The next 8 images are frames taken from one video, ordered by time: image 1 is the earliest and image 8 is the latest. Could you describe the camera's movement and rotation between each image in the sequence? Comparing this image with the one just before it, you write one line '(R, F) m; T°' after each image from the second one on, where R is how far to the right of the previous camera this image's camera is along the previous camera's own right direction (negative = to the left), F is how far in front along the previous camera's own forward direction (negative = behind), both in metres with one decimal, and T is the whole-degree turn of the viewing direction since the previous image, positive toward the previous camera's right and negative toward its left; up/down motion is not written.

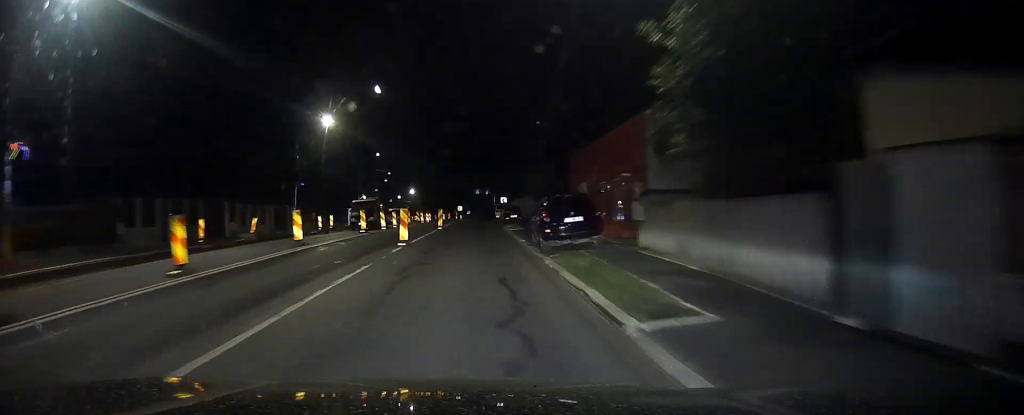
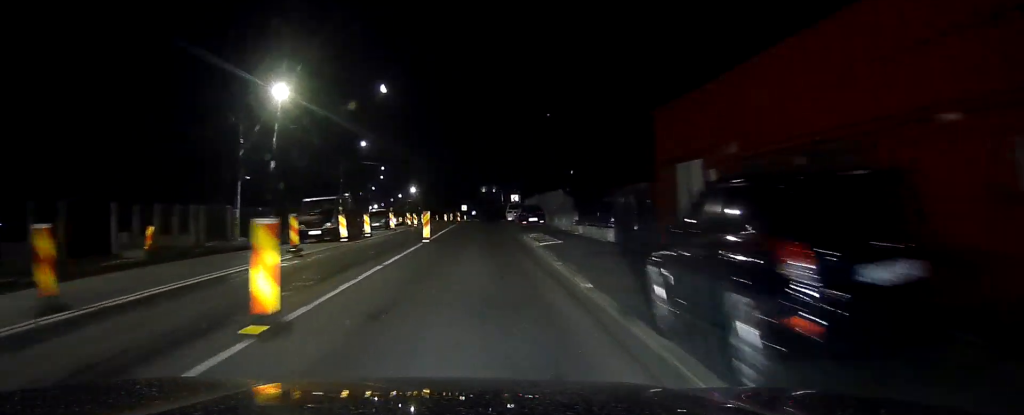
(+0.1, +15.8) m; 0°
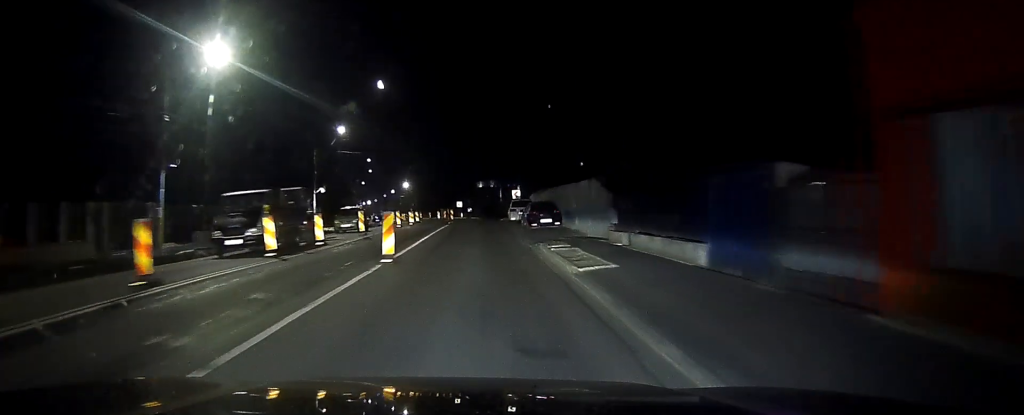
(-0.1, +10.9) m; 0°
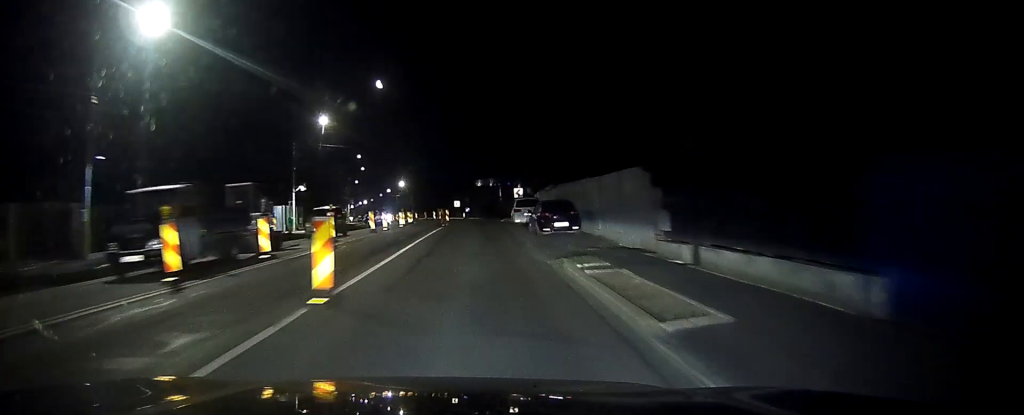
(0.0, +7.0) m; 0°
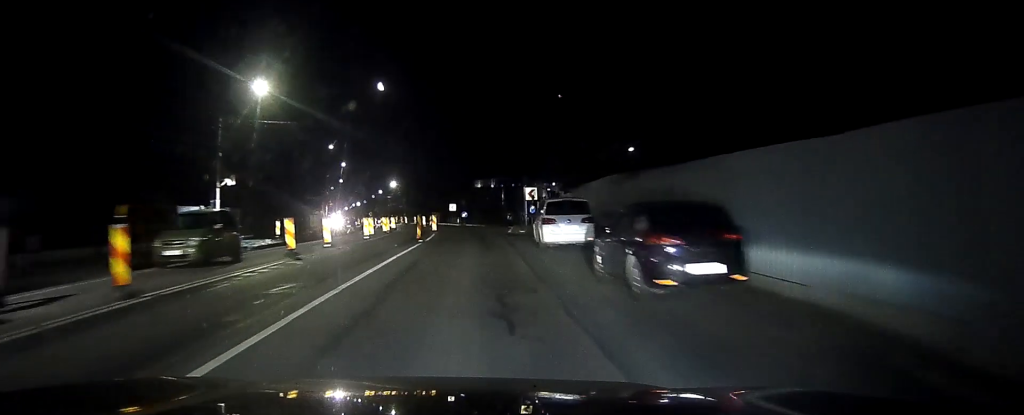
(0.0, +17.7) m; 0°
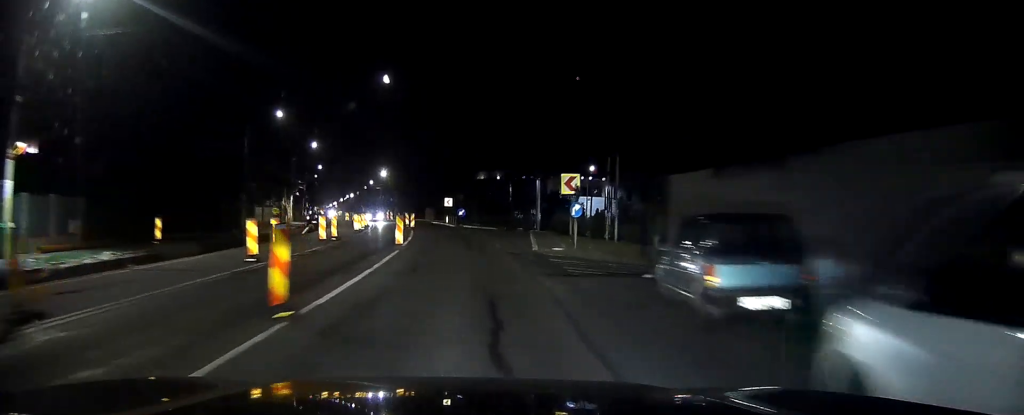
(0.0, +21.3) m; -1°
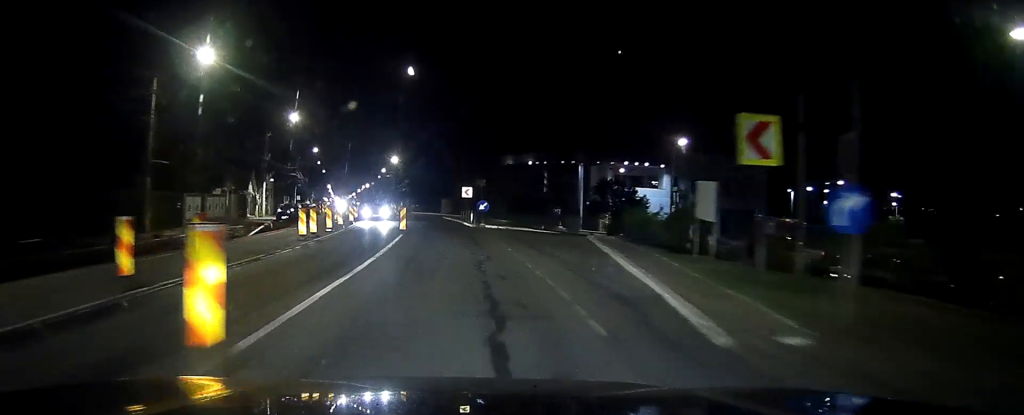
(-0.5, +20.0) m; -3°
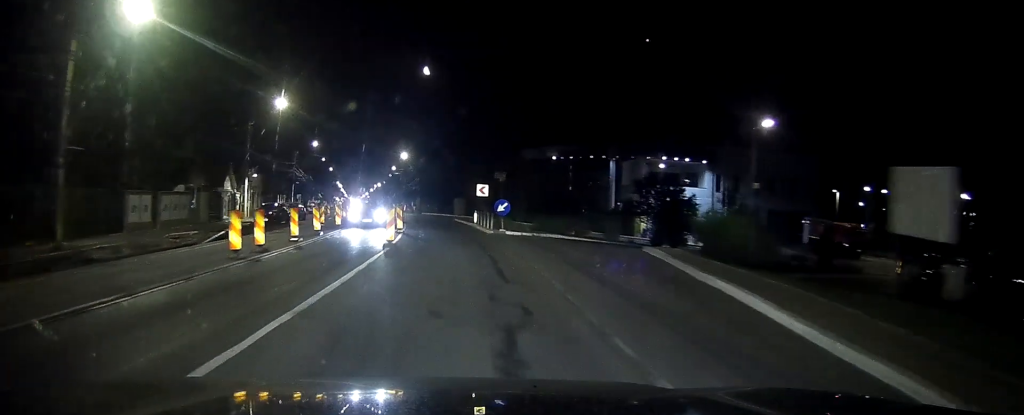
(-0.1, +9.8) m; -1°
